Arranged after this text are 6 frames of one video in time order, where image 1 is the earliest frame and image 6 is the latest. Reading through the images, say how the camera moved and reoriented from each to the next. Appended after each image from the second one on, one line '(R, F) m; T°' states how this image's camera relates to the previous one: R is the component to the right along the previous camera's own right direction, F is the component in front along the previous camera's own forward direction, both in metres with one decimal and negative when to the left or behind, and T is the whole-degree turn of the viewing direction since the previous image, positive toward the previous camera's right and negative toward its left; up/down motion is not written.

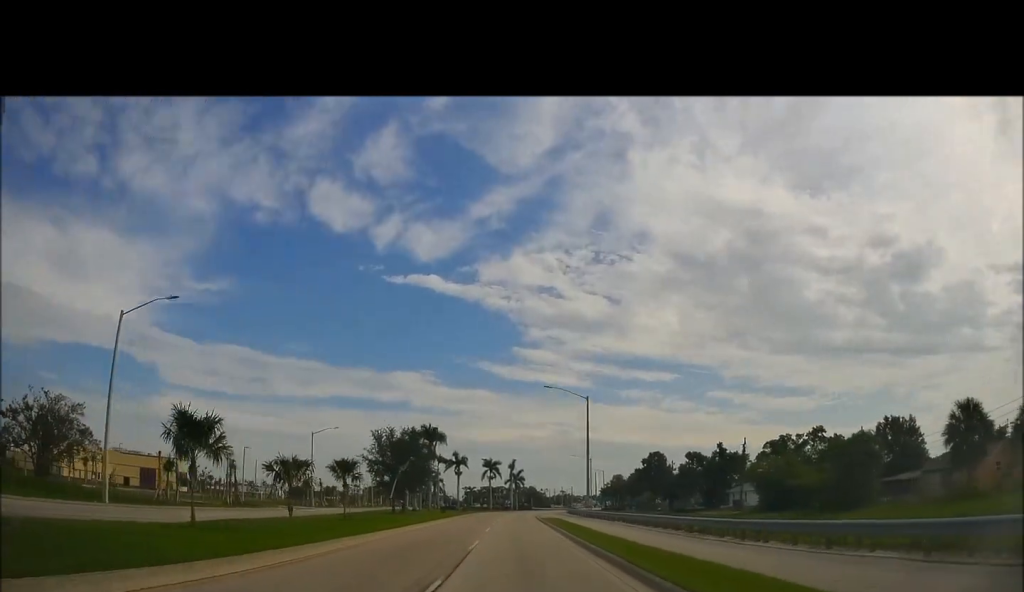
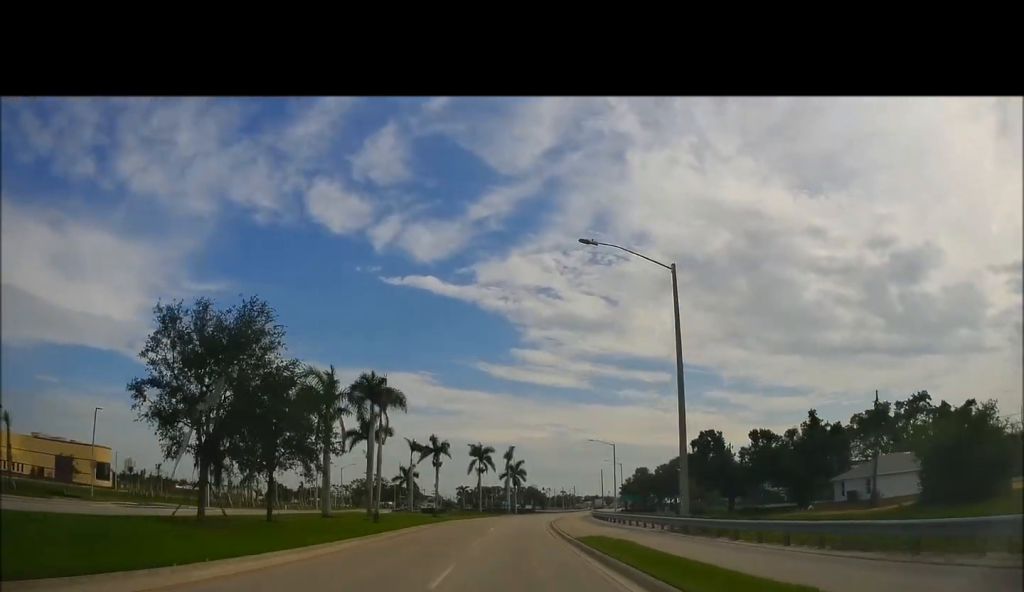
(+0.3, +35.3) m; +1°
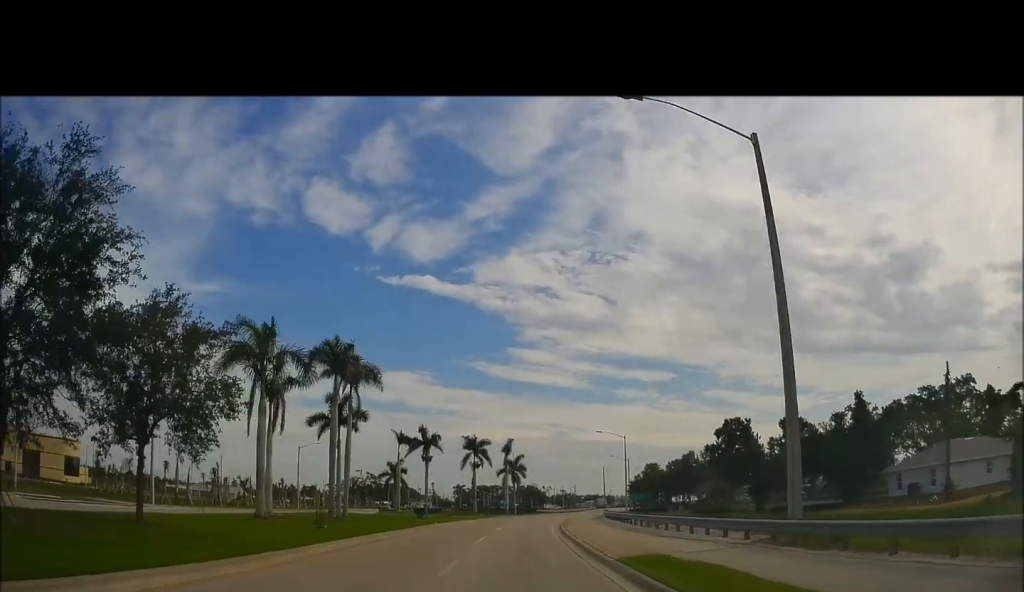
(0.0, +11.1) m; 0°
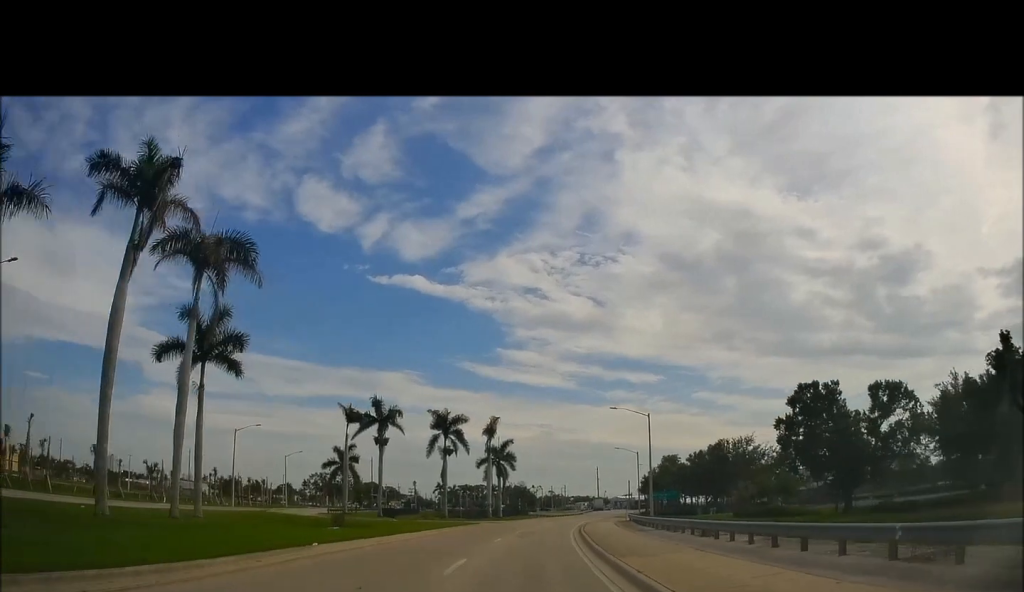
(+0.1, +24.5) m; +2°
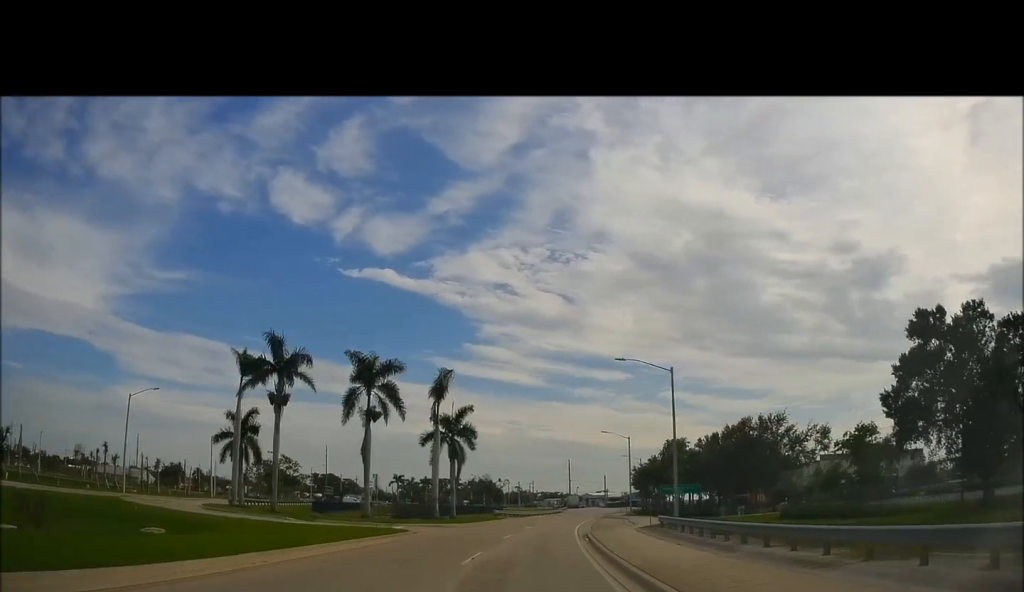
(+0.3, +22.8) m; 0°
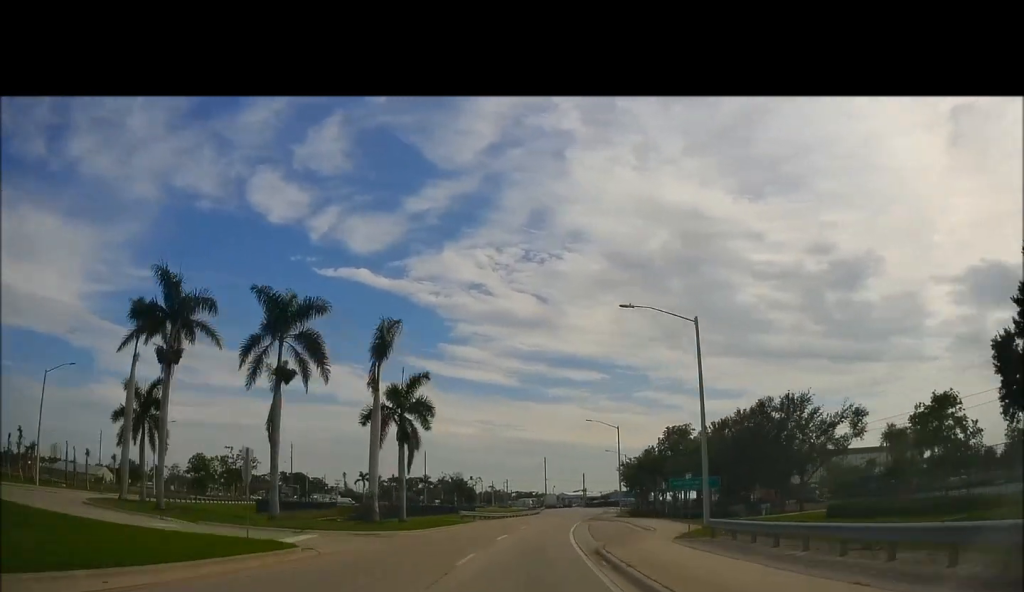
(-0.4, +13.2) m; +1°
